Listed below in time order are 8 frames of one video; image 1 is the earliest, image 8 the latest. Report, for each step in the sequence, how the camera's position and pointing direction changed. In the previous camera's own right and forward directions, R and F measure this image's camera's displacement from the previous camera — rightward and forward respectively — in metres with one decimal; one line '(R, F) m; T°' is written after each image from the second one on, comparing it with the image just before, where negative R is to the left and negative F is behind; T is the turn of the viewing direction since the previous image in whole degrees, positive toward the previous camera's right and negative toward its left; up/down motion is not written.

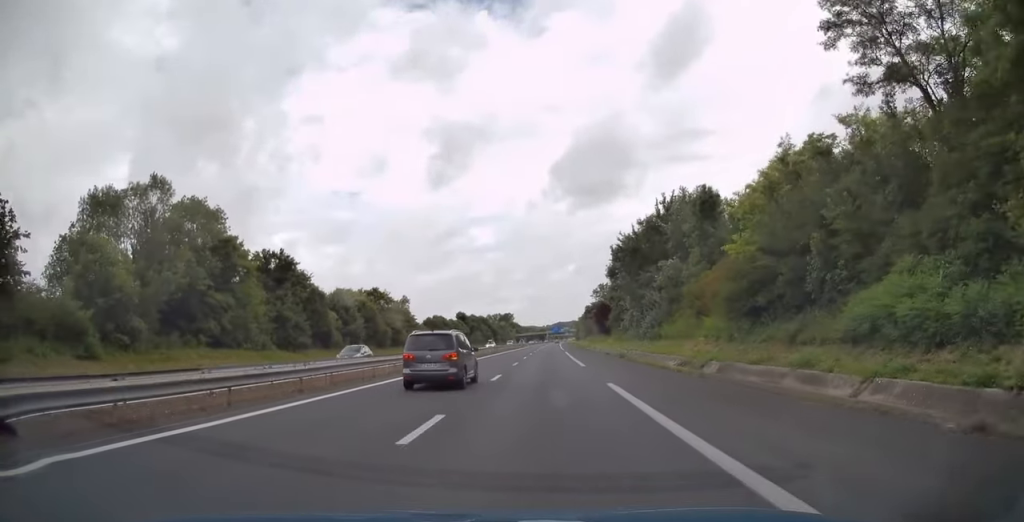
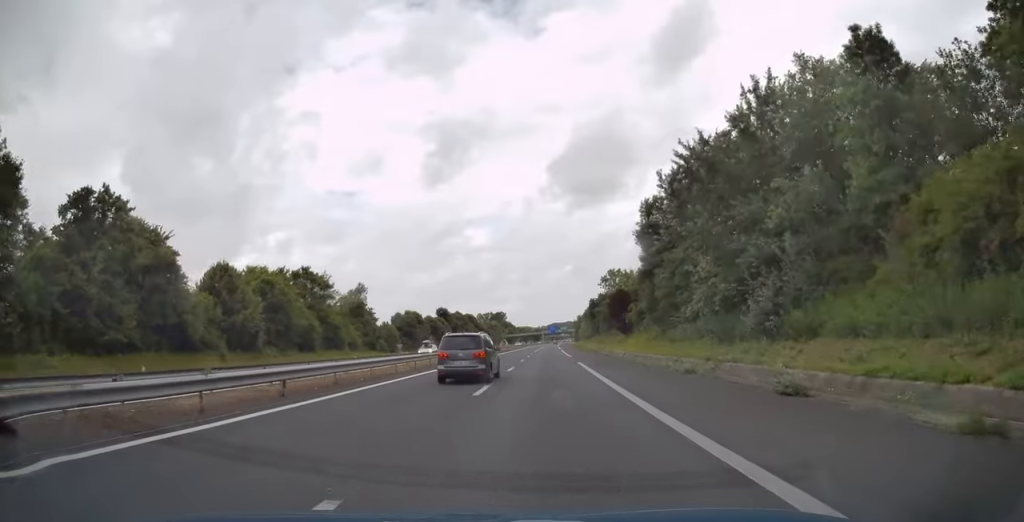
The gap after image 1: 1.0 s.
(0.0, +32.0) m; 0°
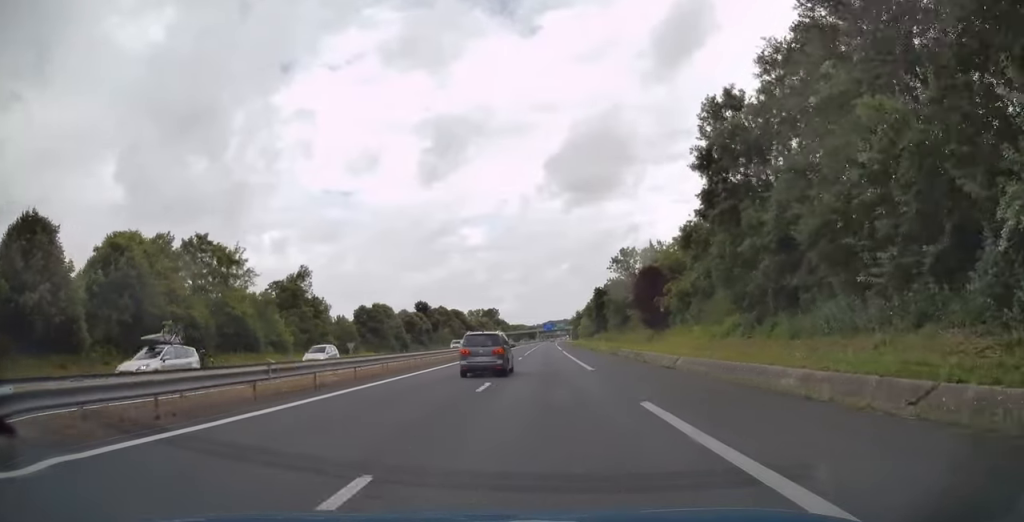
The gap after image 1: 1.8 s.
(0.0, +25.4) m; 0°
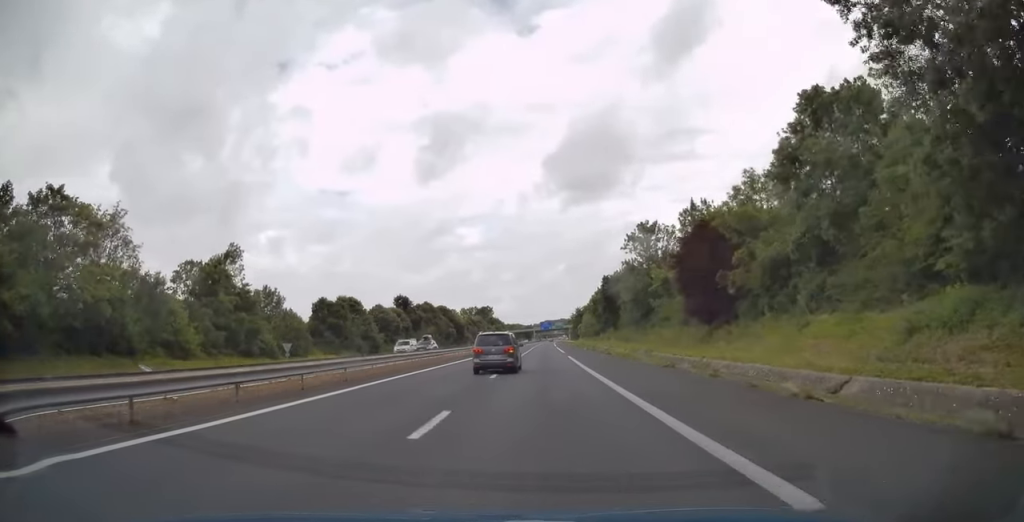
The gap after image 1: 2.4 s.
(0.0, +20.6) m; 0°
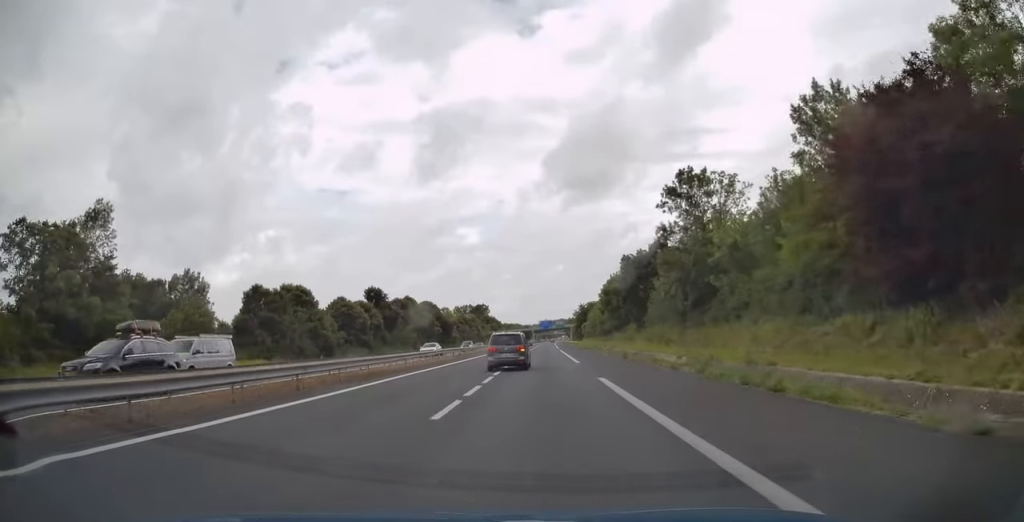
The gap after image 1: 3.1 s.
(+0.1, +23.9) m; 0°
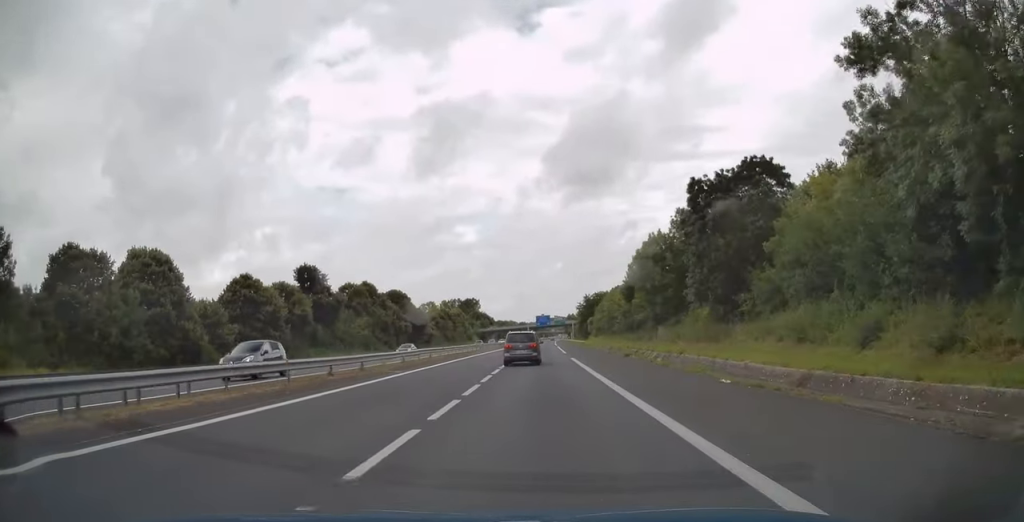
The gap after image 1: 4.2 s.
(+0.1, +34.6) m; 0°
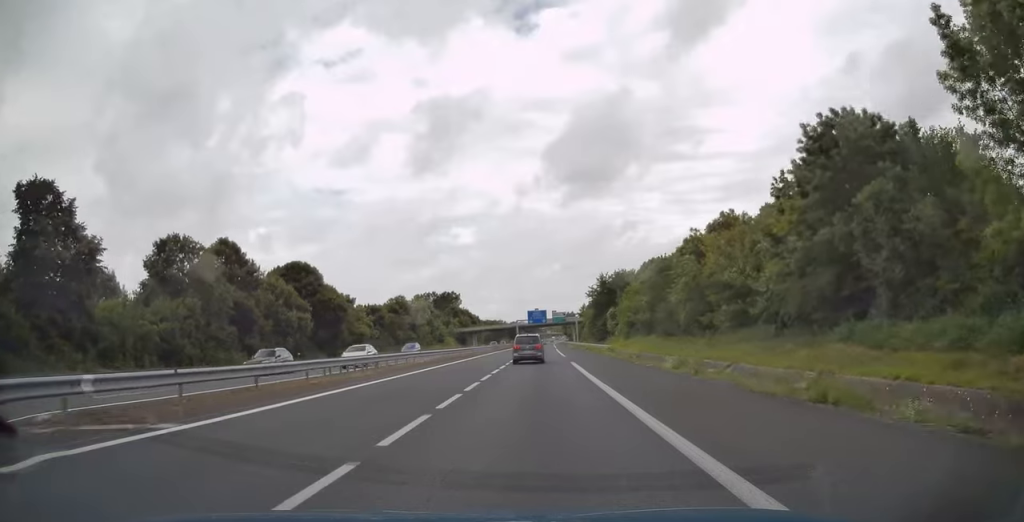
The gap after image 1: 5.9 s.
(+0.1, +54.1) m; 0°
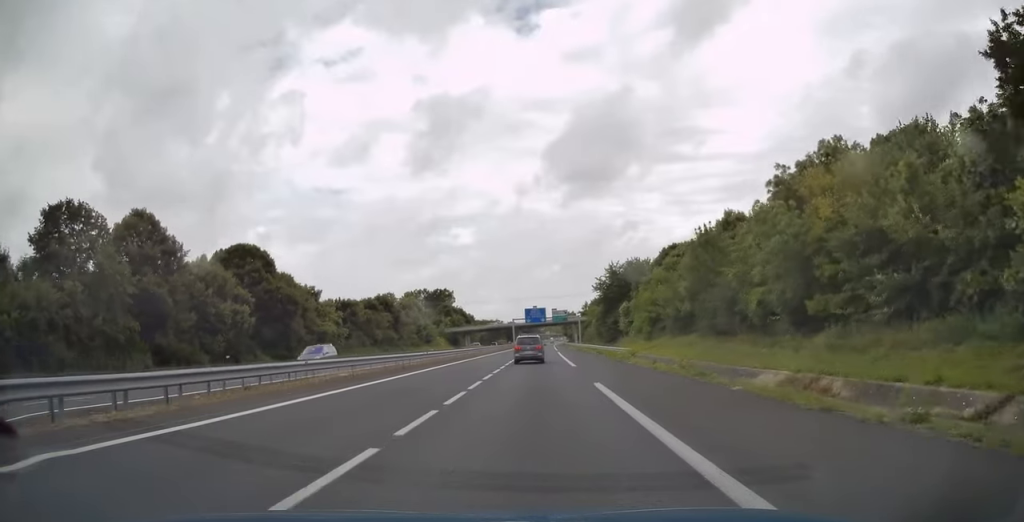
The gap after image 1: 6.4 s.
(0.0, +16.2) m; 0°
